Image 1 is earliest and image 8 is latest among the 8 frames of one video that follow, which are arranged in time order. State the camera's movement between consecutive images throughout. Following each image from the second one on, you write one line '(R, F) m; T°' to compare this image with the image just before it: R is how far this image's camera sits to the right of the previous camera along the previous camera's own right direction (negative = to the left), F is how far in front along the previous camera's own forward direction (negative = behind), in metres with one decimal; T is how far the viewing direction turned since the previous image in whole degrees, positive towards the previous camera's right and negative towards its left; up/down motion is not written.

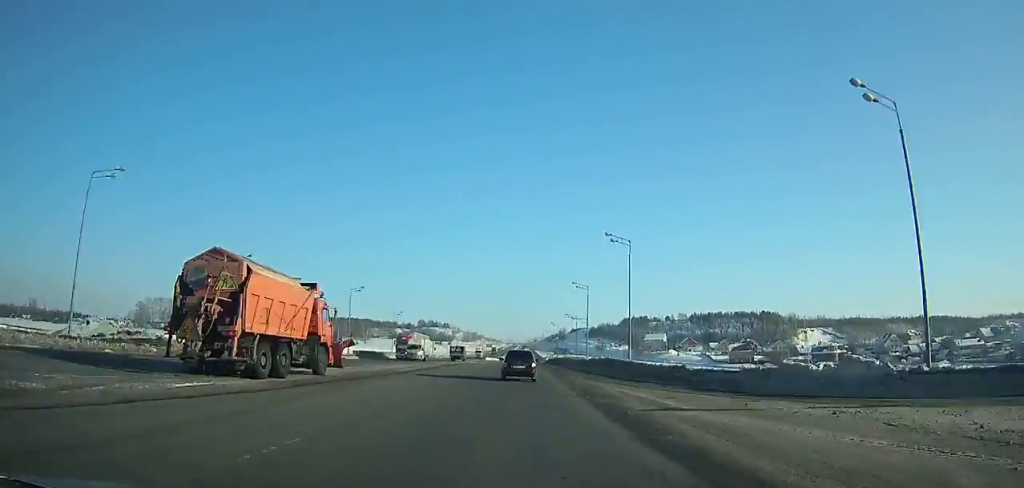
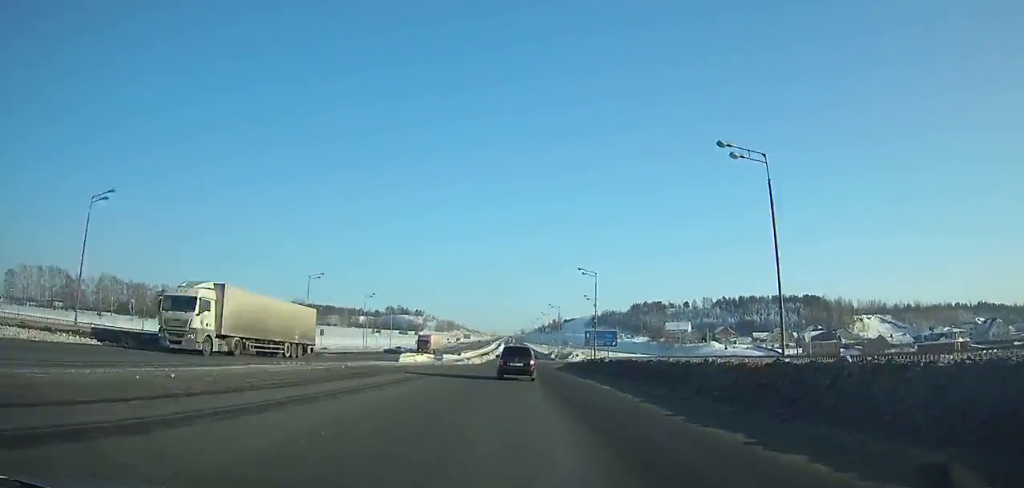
(+0.5, +92.7) m; +1°
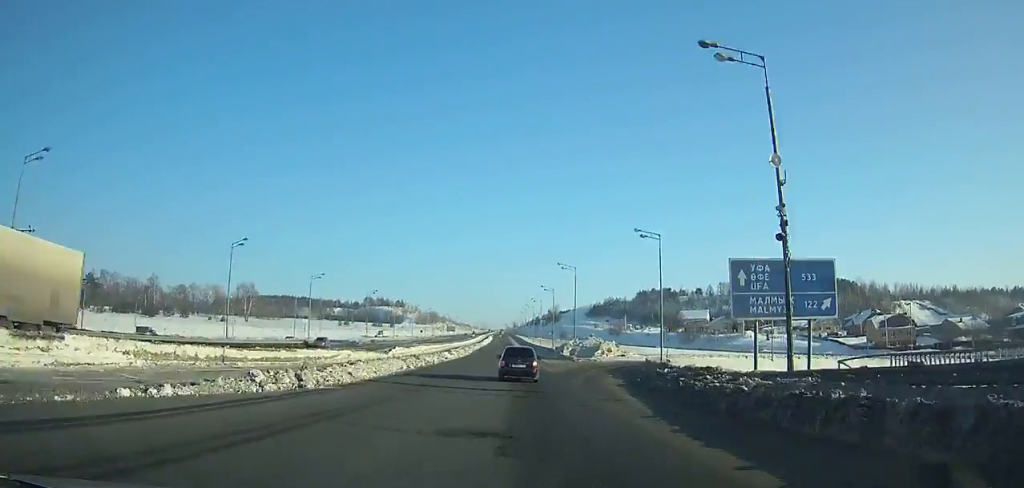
(+0.3, +47.1) m; 0°
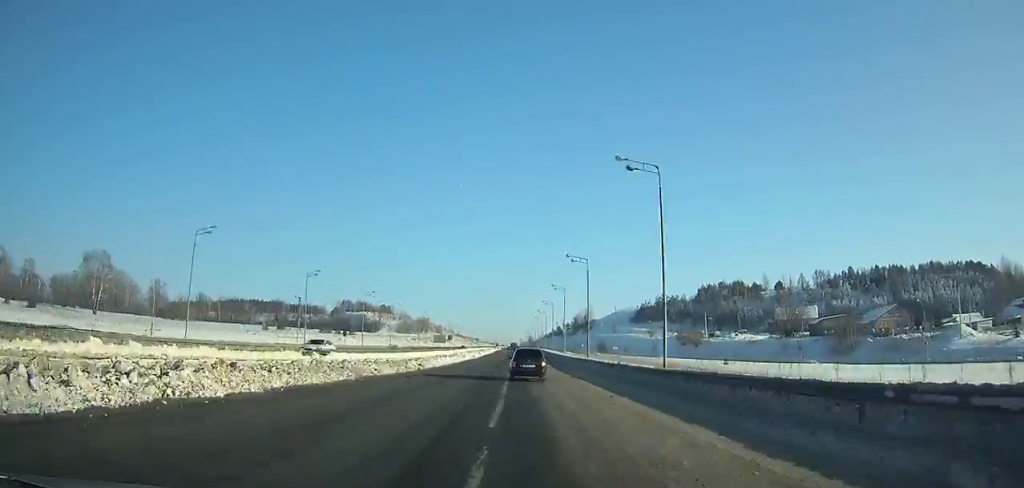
(-1.0, +99.7) m; -1°
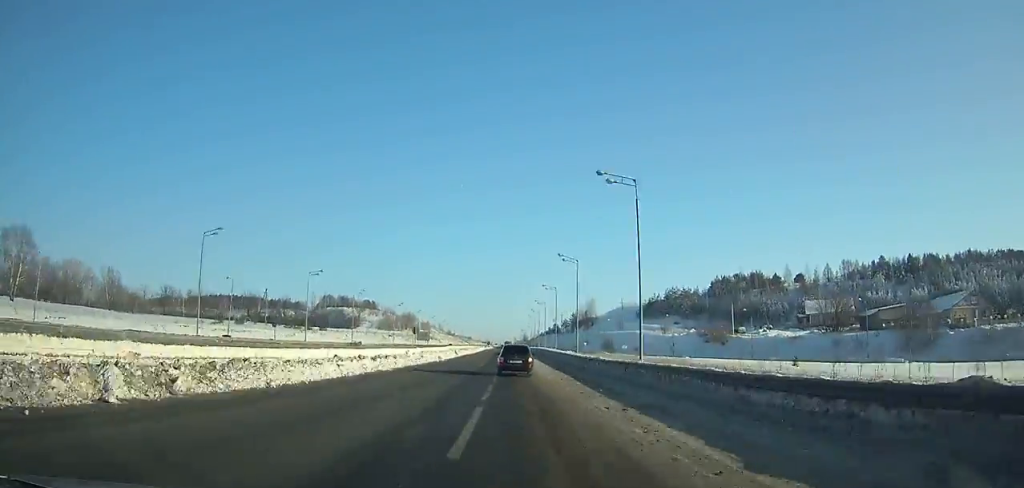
(0.0, +26.4) m; 0°
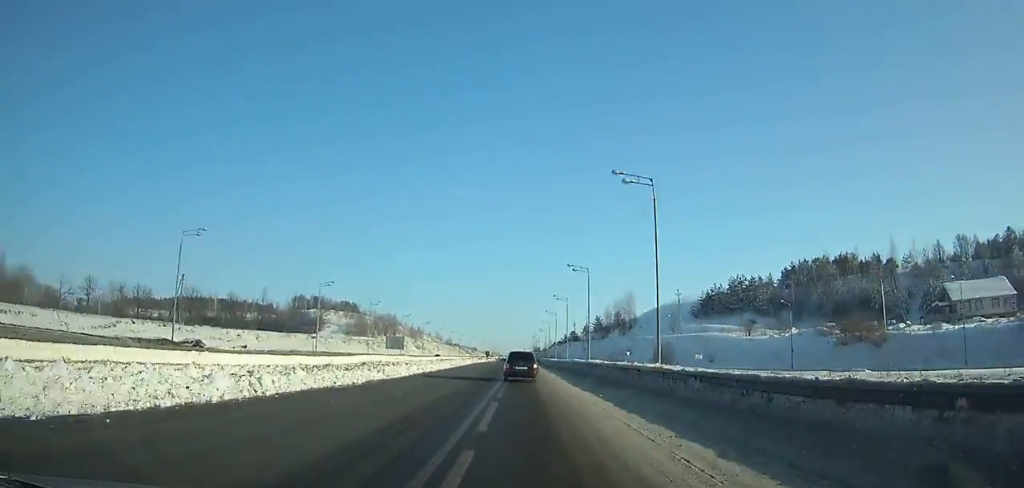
(-0.1, +61.0) m; 0°
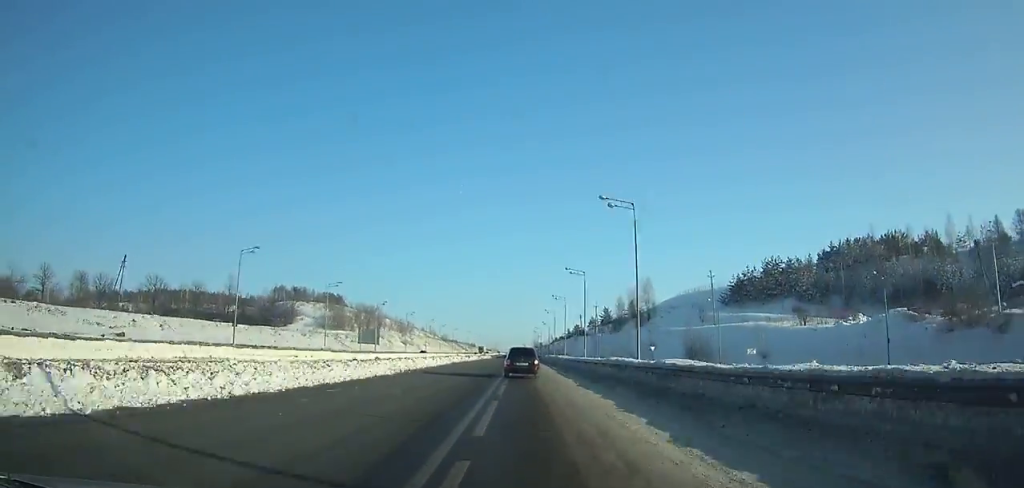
(0.0, +24.3) m; 0°
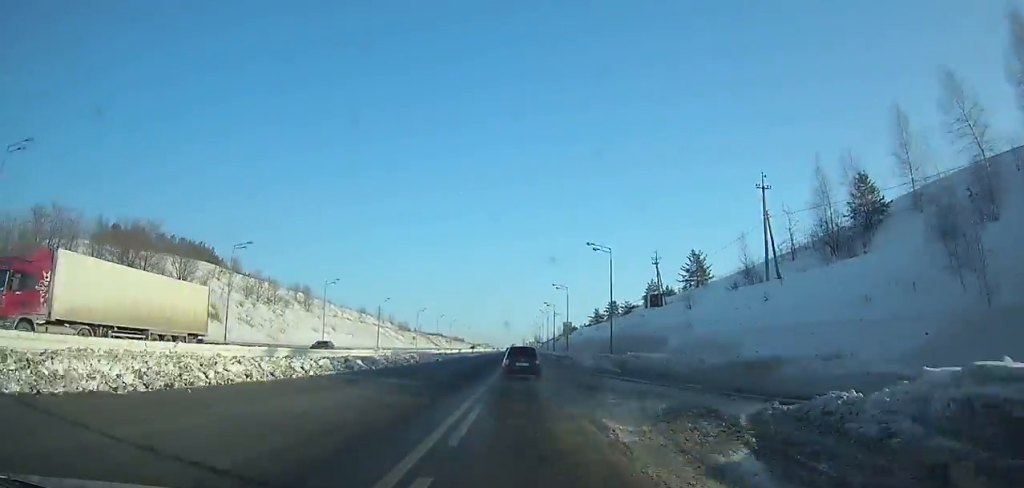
(+0.3, +117.5) m; 0°
